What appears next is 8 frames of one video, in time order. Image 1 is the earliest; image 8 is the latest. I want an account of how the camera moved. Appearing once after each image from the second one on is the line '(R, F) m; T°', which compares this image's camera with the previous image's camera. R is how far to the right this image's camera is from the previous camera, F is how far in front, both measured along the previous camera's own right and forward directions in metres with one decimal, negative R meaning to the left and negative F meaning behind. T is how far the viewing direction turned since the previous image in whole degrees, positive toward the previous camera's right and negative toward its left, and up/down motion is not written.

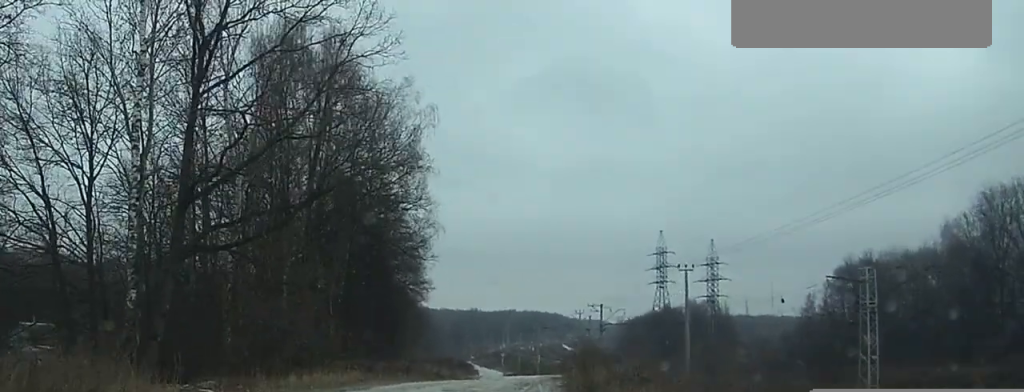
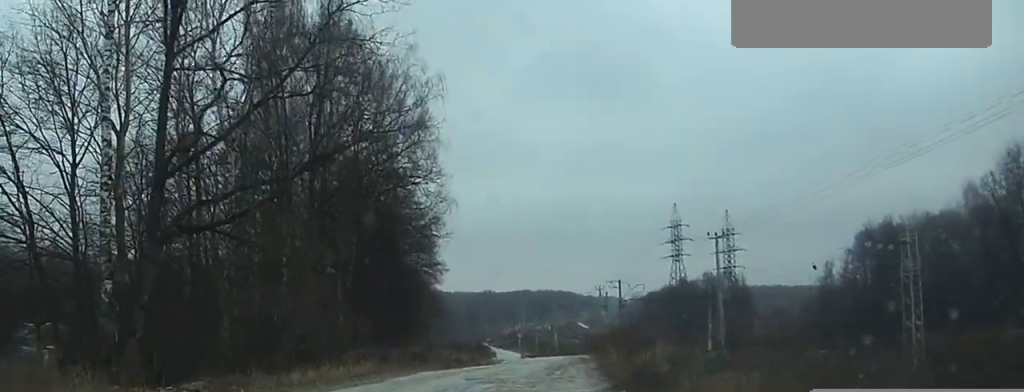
(-0.2, +3.3) m; -3°
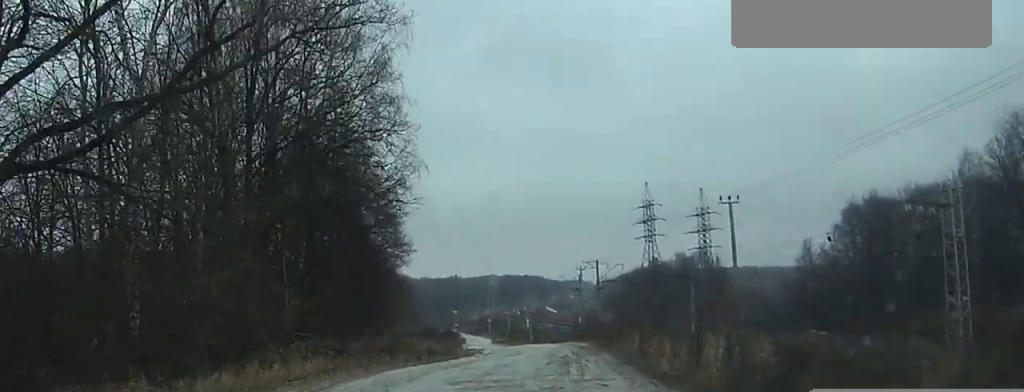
(0.0, +7.5) m; +1°
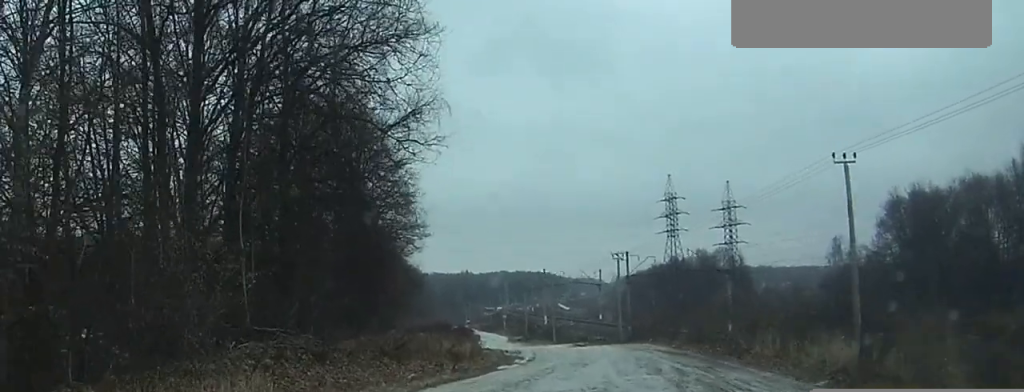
(0.0, +11.0) m; +1°
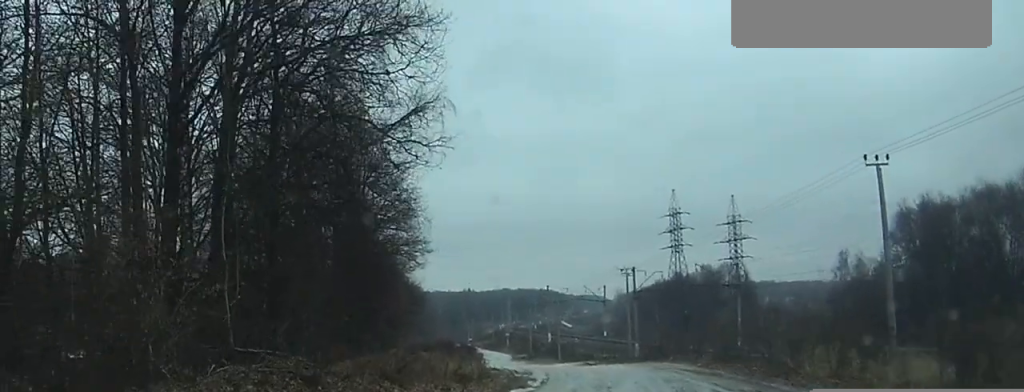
(0.0, +2.6) m; +1°
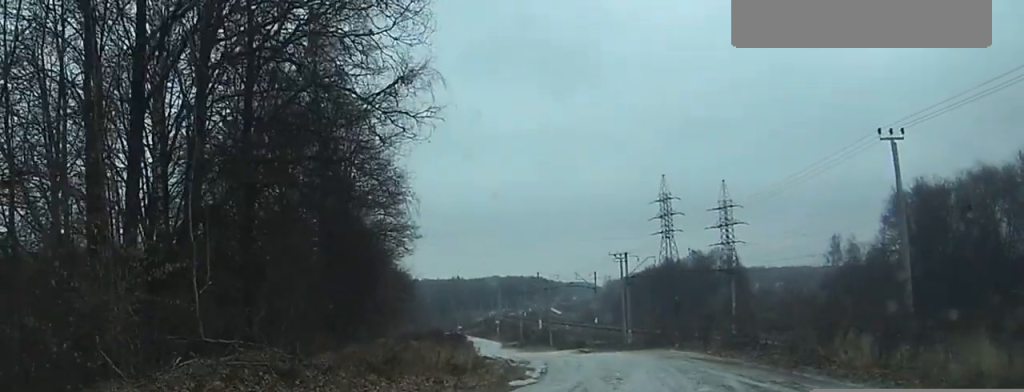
(+0.1, +2.0) m; +1°
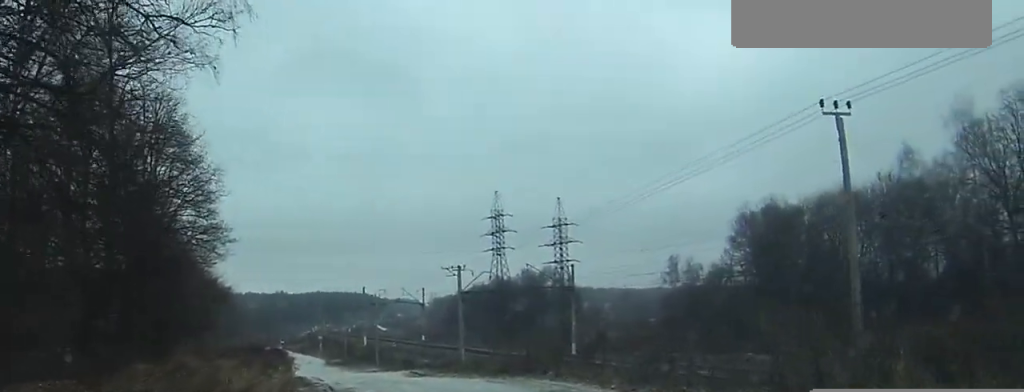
(+0.4, +8.0) m; +7°
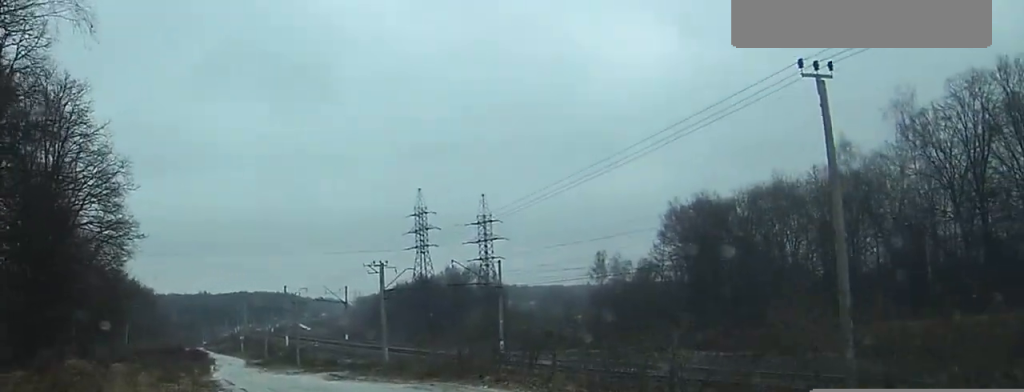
(+0.1, +3.6) m; +4°
